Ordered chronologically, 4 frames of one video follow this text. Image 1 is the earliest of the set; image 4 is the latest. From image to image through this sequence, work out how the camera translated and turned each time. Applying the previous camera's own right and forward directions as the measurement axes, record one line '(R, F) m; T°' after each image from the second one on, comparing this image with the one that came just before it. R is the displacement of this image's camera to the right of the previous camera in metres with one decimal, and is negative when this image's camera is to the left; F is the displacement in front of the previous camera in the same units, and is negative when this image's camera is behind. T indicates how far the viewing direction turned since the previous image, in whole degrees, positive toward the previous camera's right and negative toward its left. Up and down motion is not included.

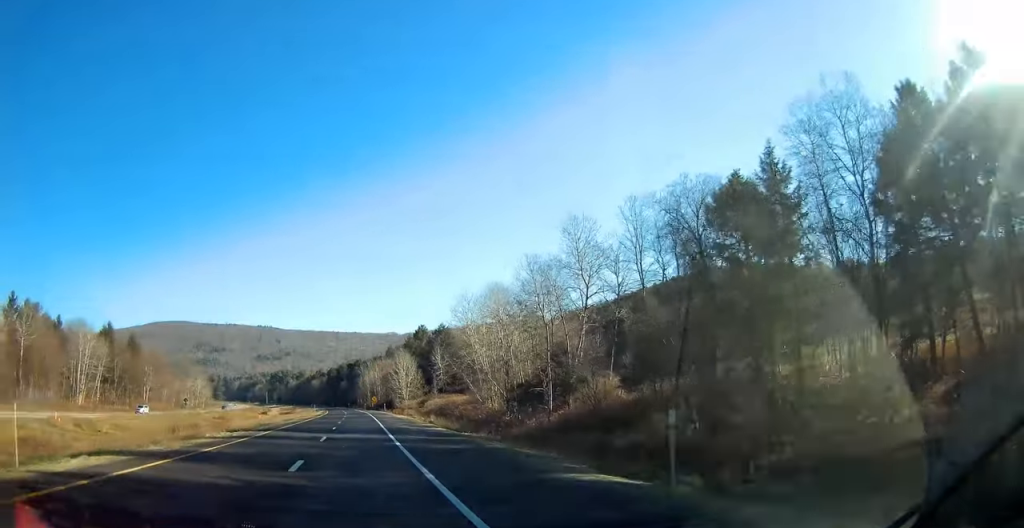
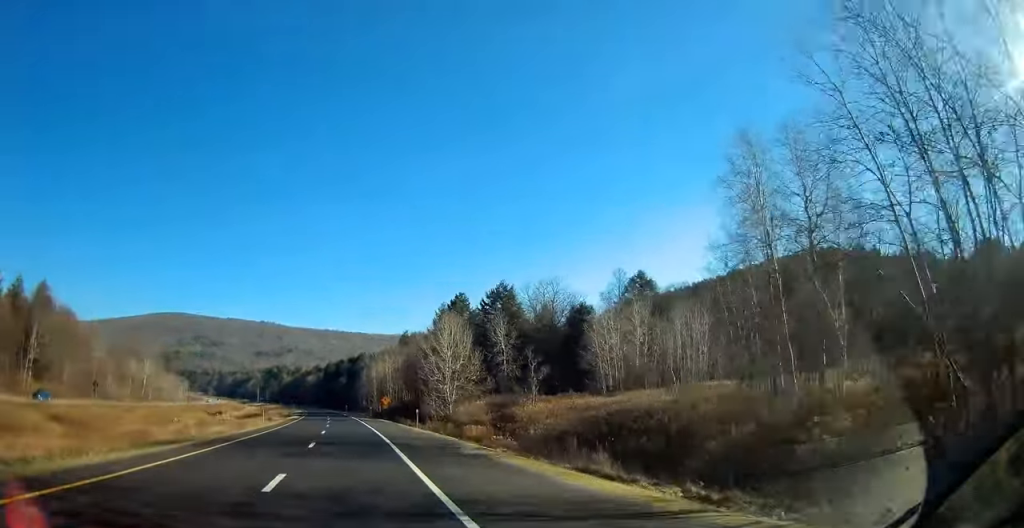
(0.0, +64.5) m; 0°
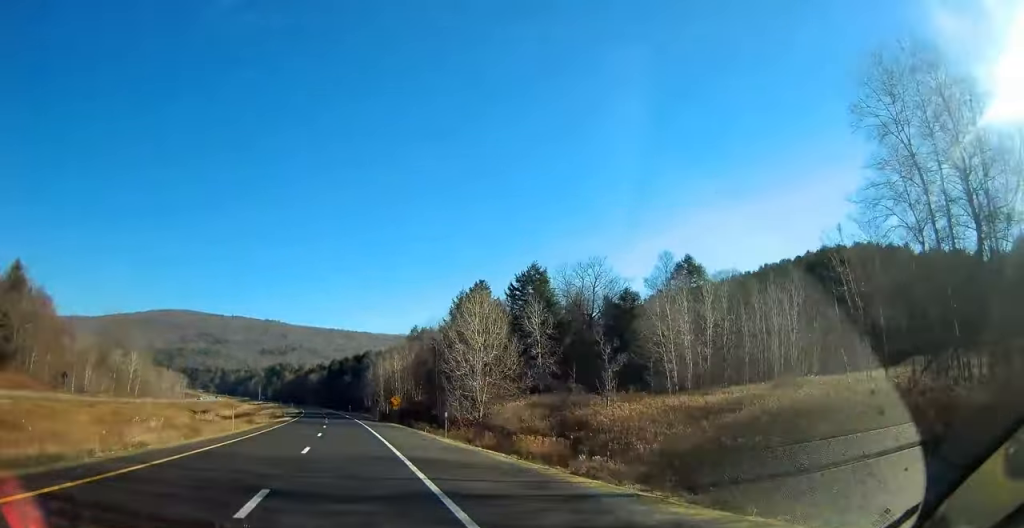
(-0.3, +15.0) m; -1°
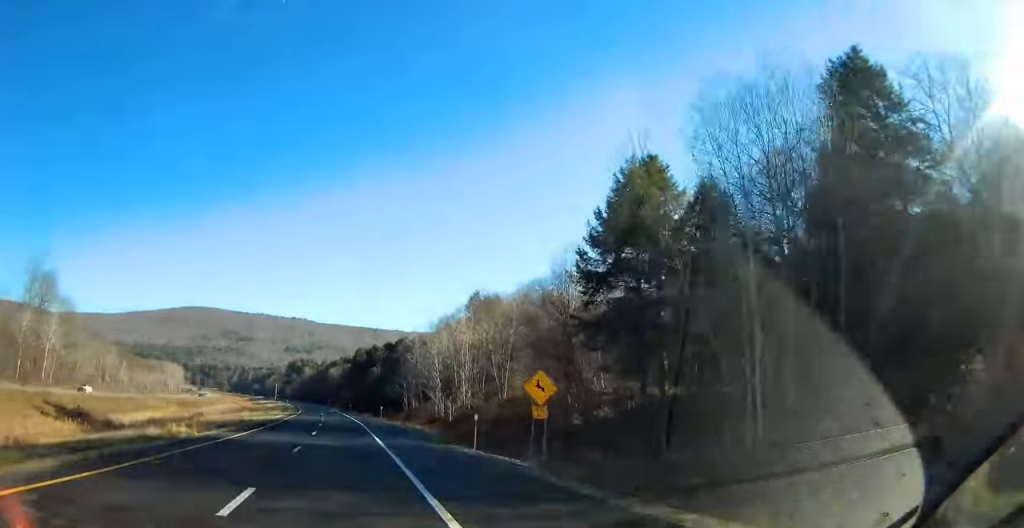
(-1.0, +61.1) m; -2°
